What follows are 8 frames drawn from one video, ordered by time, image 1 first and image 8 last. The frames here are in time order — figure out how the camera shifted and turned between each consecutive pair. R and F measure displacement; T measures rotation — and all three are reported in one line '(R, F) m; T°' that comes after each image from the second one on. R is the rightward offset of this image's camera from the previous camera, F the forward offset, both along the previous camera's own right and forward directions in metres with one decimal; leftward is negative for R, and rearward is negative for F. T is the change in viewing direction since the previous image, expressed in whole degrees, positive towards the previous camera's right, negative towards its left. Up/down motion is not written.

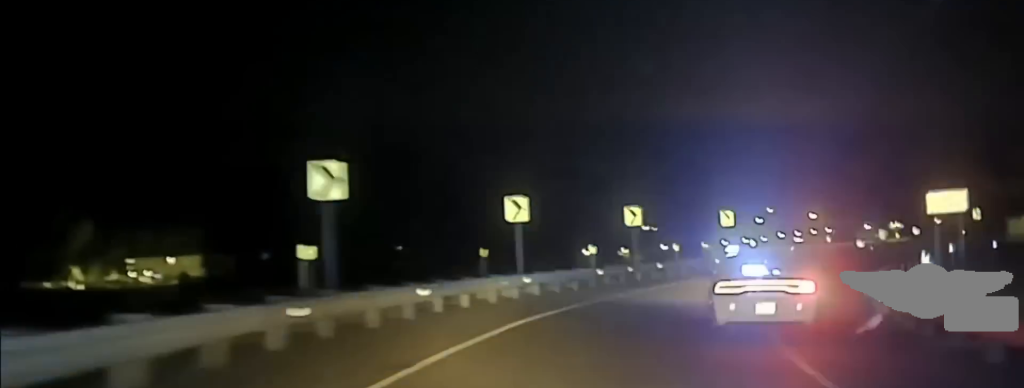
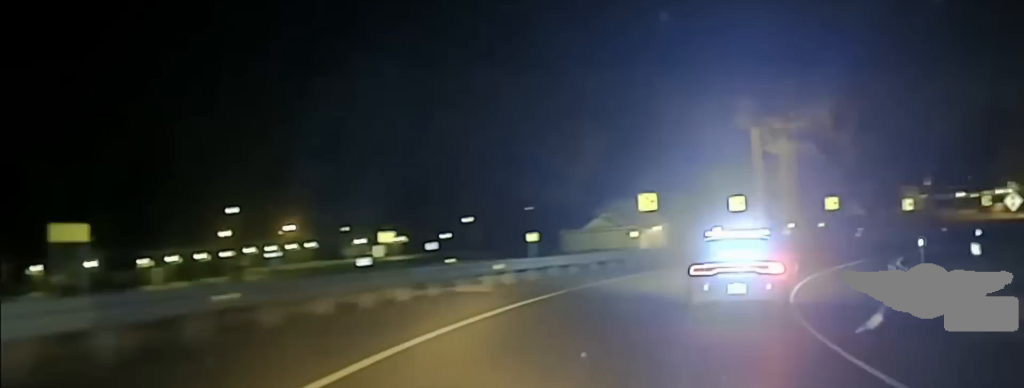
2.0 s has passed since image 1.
(+10.4, +46.7) m; +27°
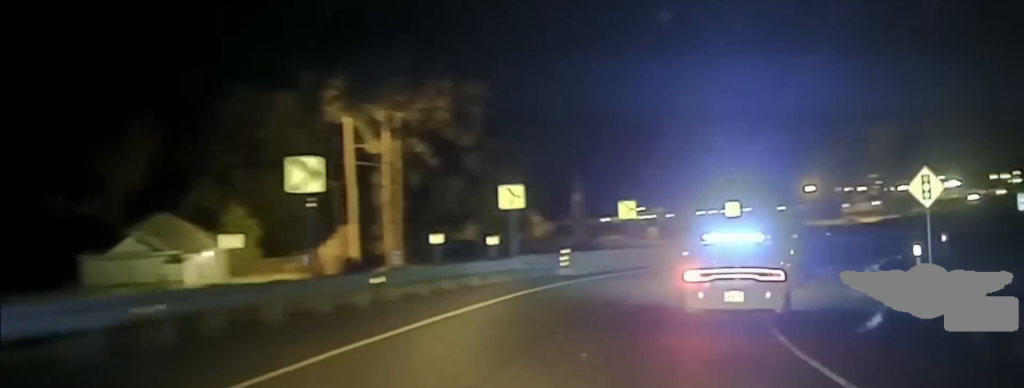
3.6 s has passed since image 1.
(+7.0, +29.4) m; +26°
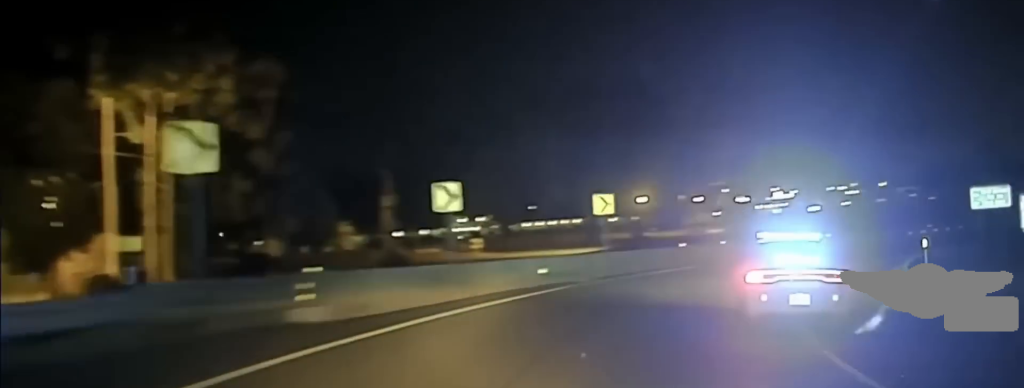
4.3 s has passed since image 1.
(+1.0, +14.9) m; +11°
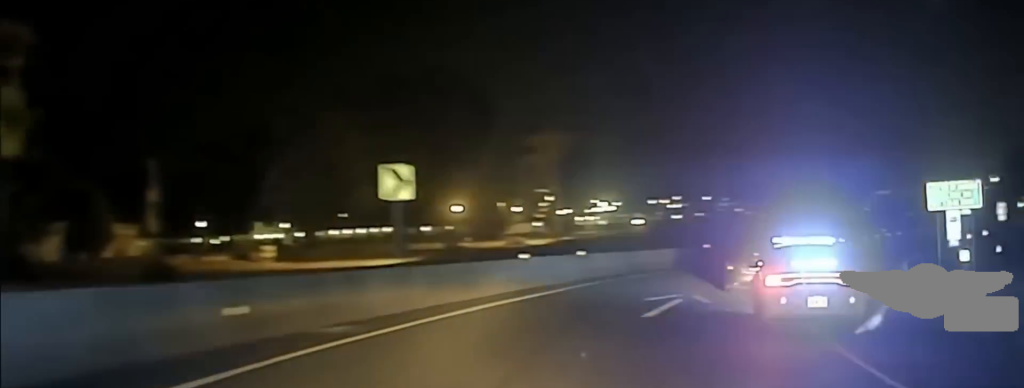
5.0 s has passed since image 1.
(+1.6, +14.9) m; +11°
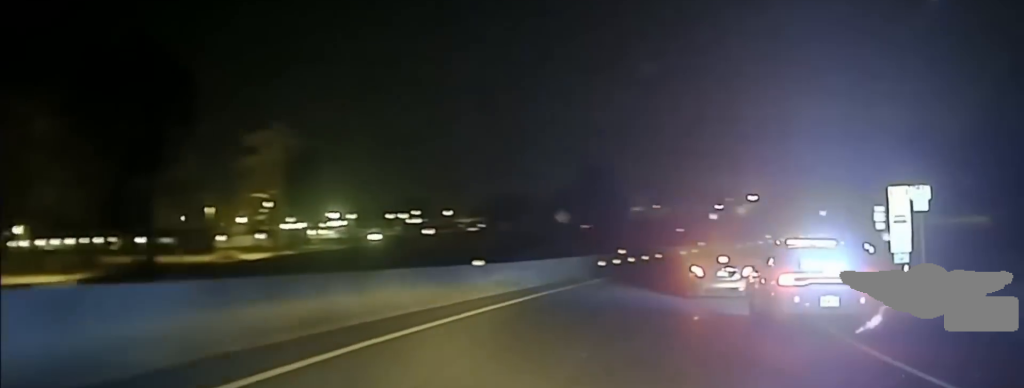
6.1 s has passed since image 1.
(+3.6, +22.7) m; +17°
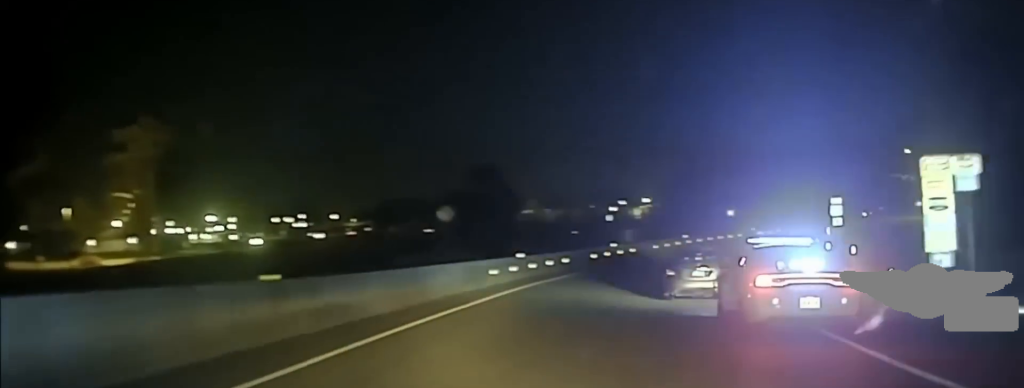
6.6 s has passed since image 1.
(+0.7, +9.9) m; +6°
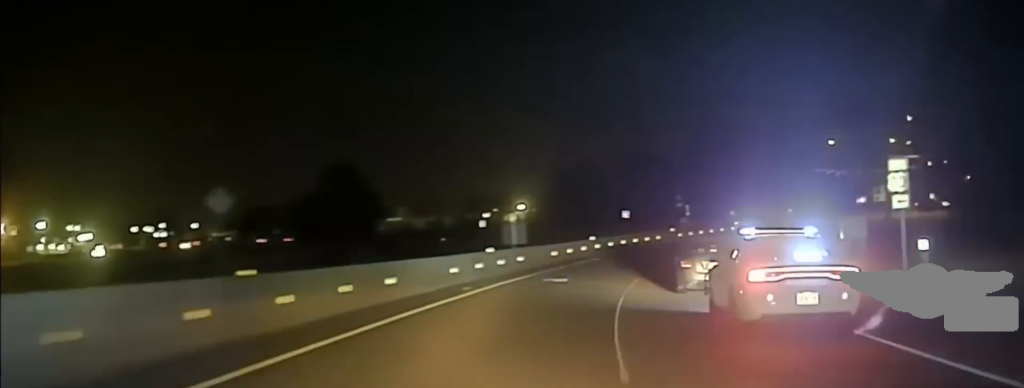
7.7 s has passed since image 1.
(+2.8, +23.8) m; +12°
